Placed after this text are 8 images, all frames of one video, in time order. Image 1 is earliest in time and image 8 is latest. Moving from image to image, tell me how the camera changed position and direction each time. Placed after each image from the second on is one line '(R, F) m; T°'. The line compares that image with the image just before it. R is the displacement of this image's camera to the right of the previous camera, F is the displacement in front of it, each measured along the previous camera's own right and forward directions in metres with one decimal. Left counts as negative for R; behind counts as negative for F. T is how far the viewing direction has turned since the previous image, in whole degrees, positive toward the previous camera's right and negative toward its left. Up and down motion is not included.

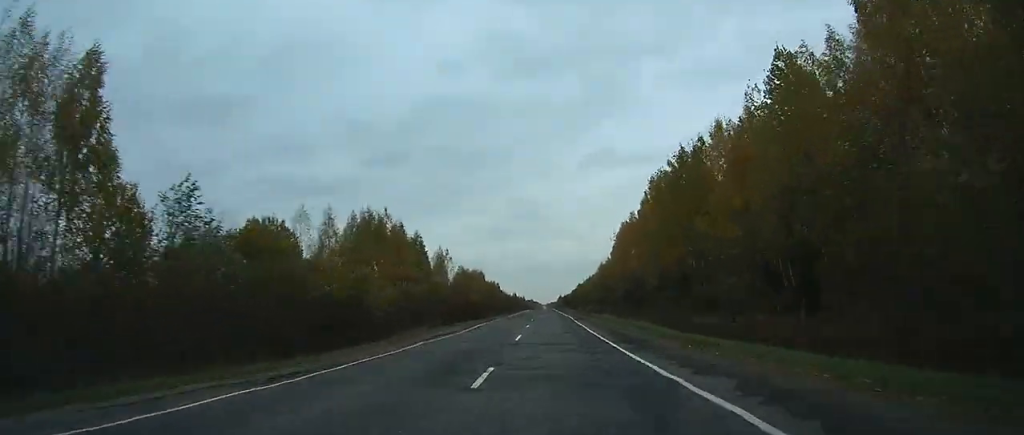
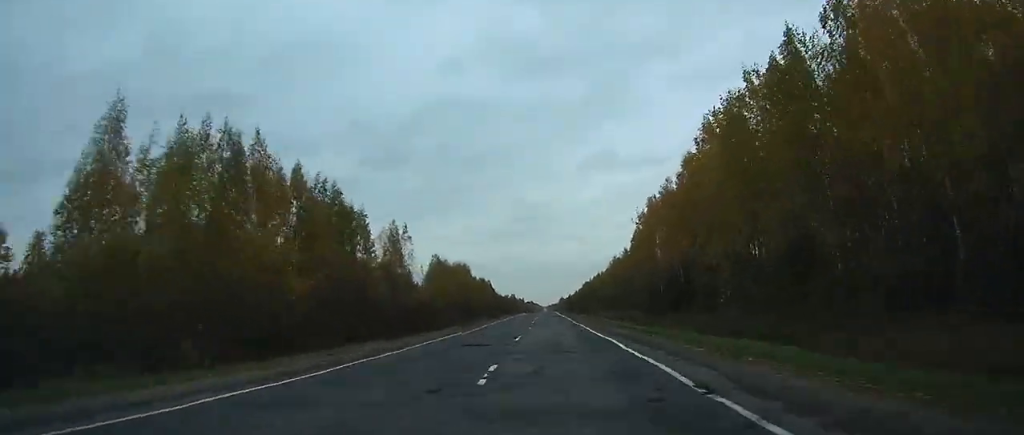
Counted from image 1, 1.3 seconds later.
(+0.1, +37.0) m; 0°
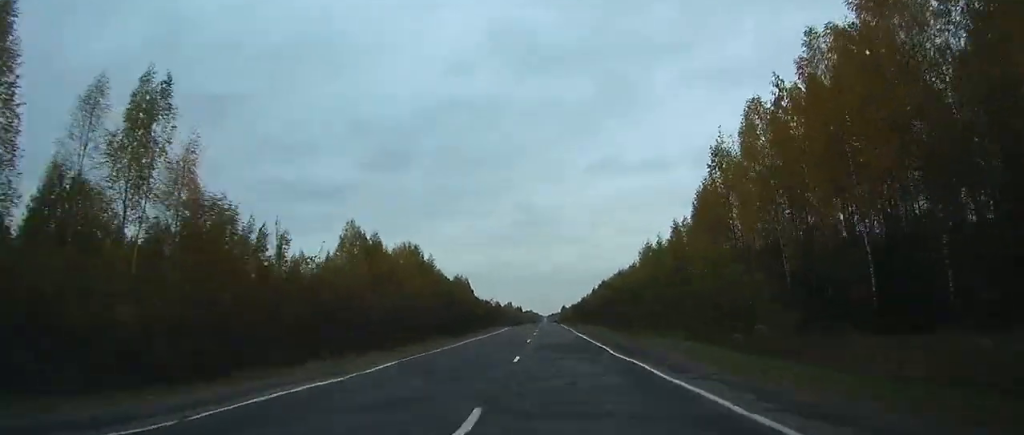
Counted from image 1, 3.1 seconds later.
(0.0, +53.3) m; 0°
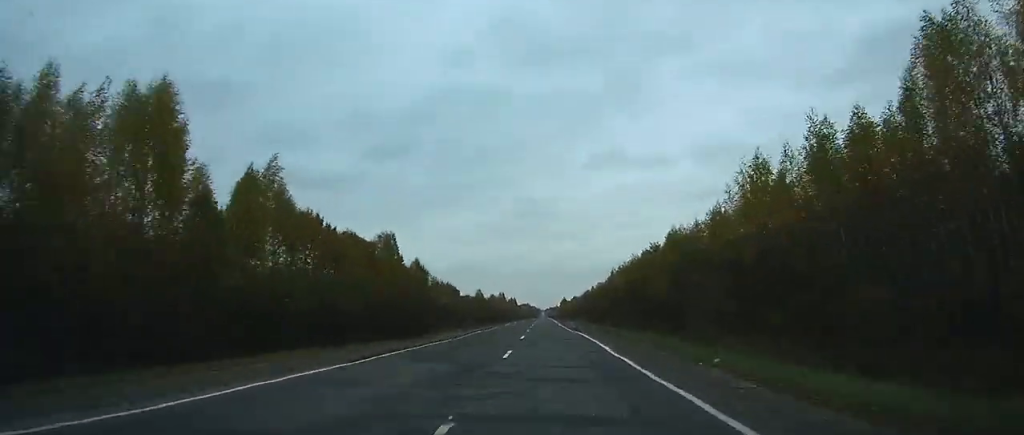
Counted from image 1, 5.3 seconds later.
(0.0, +60.1) m; 0°
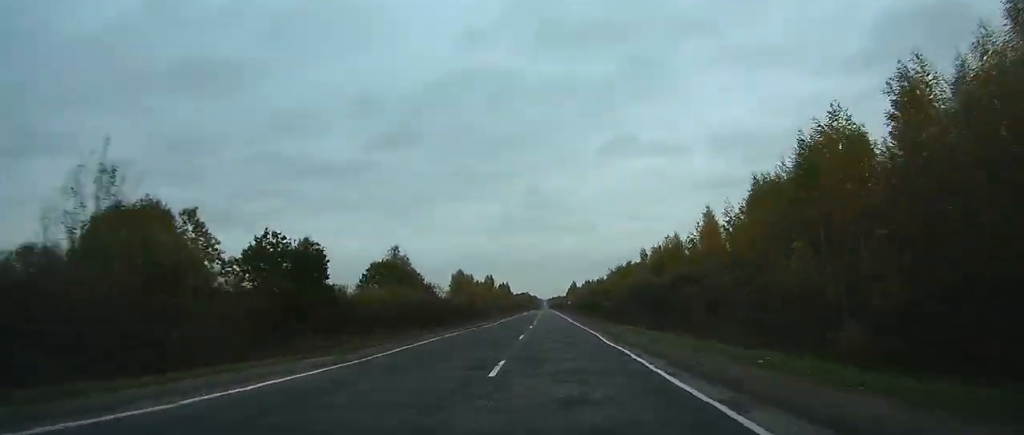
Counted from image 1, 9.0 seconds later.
(-0.1, +98.9) m; 0°
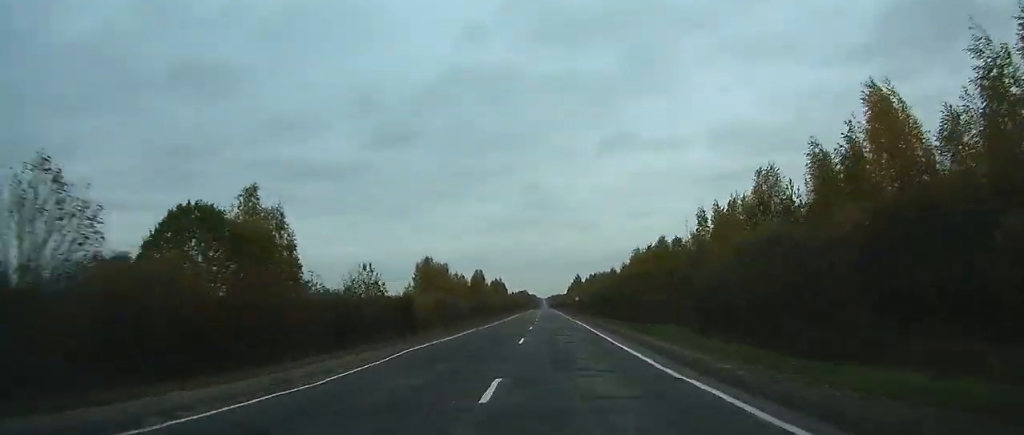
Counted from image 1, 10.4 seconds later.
(0.0, +40.0) m; 0°
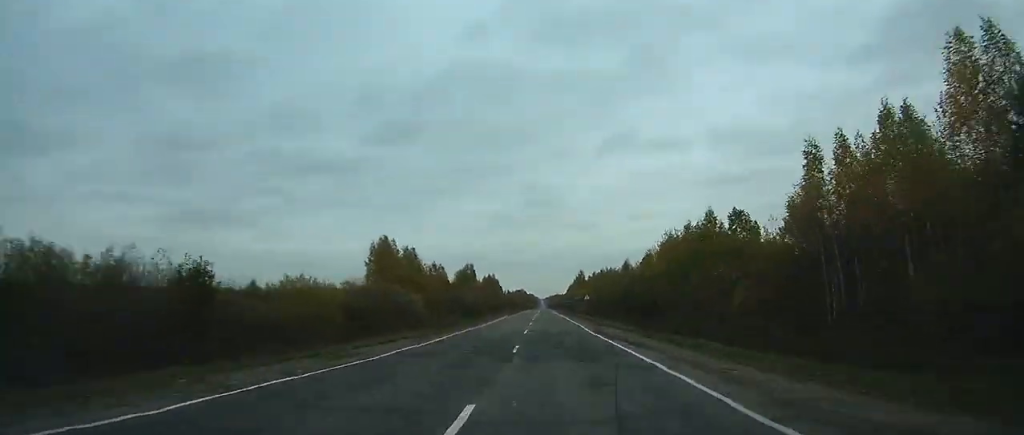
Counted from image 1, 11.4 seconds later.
(+0.1, +28.5) m; 0°
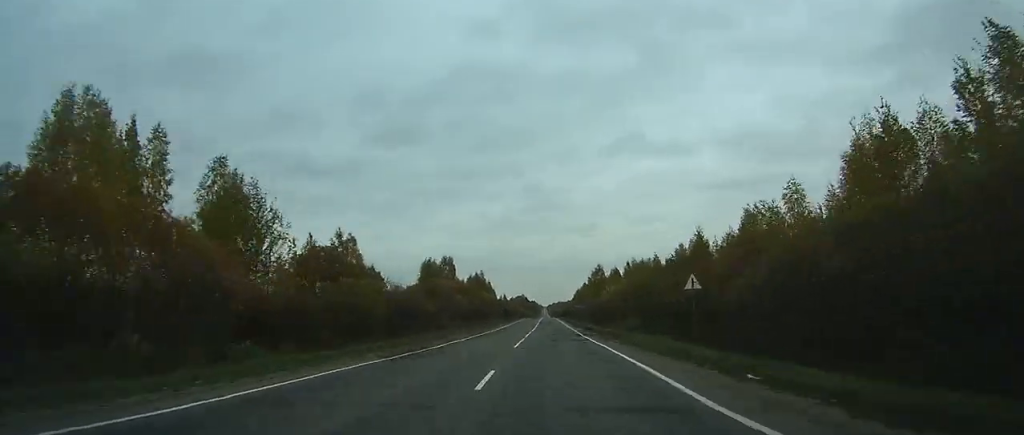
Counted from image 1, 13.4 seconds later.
(0.0, +56.1) m; 0°
